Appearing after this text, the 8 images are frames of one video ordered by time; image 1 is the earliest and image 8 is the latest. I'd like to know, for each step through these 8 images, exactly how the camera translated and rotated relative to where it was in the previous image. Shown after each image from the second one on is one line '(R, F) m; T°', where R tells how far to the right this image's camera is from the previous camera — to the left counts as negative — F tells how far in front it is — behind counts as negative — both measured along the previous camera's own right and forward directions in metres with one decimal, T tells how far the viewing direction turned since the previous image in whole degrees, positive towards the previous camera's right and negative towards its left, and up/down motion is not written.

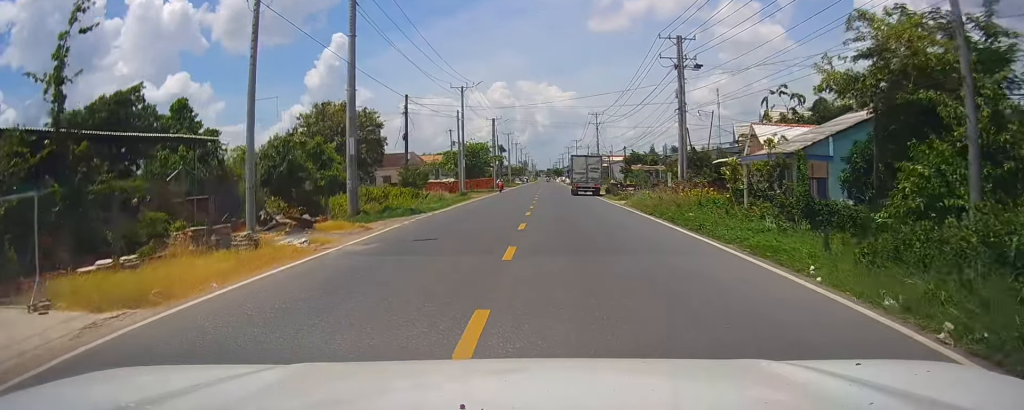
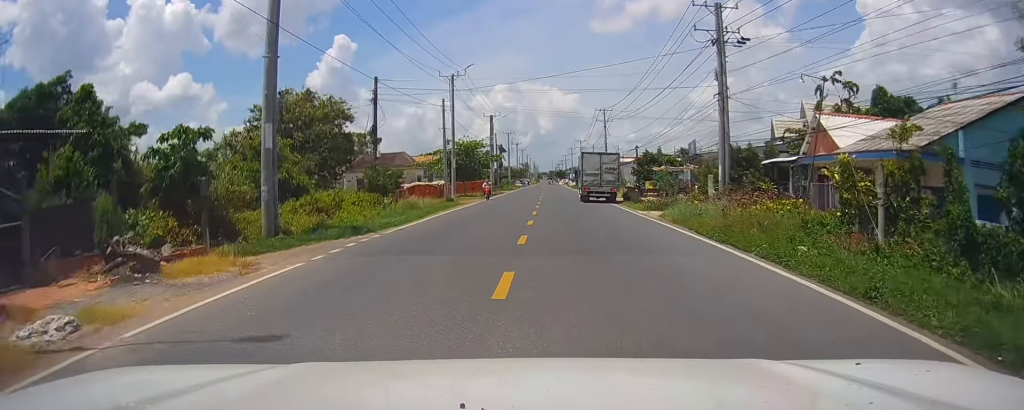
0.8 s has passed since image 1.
(+0.4, +9.3) m; +1°
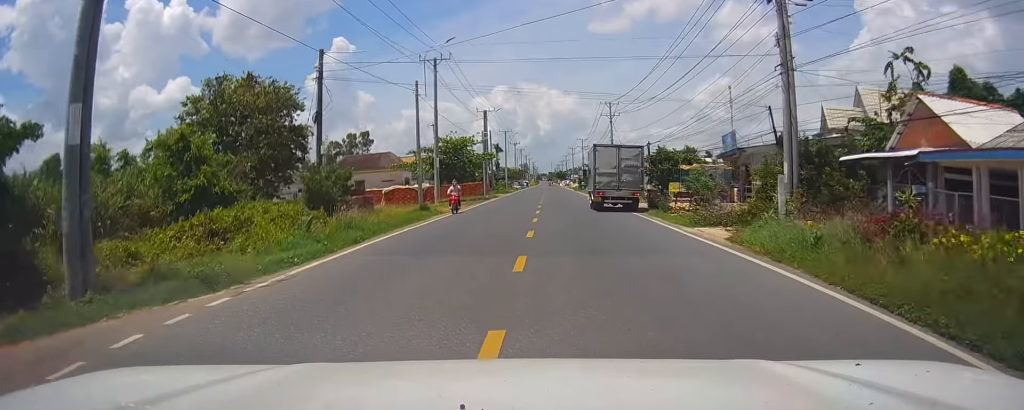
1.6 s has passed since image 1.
(0.0, +9.8) m; -1°
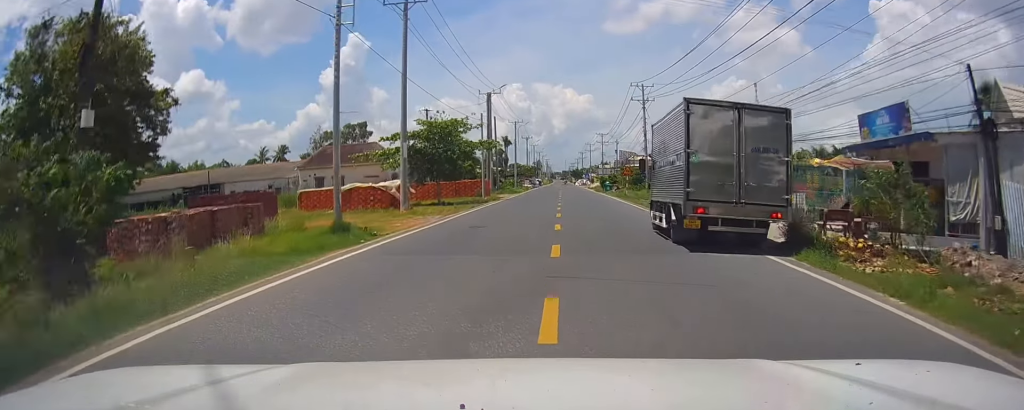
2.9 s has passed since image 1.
(-0.6, +16.3) m; 0°
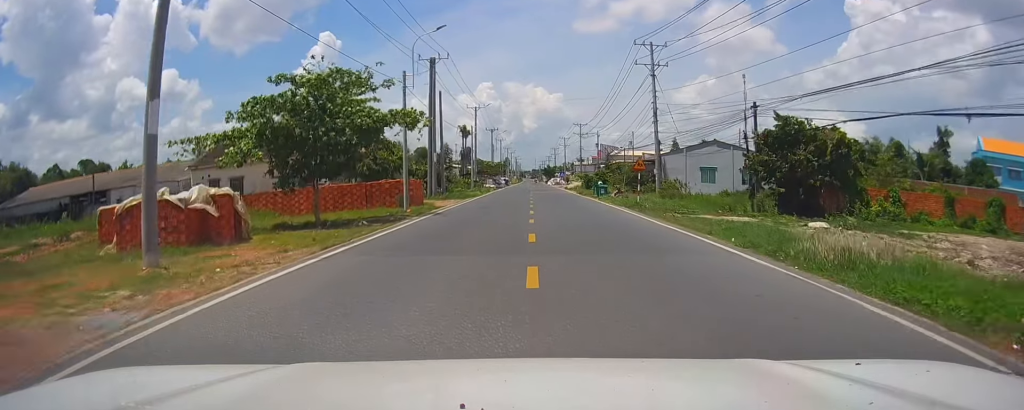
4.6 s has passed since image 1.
(+0.5, +21.6) m; 0°
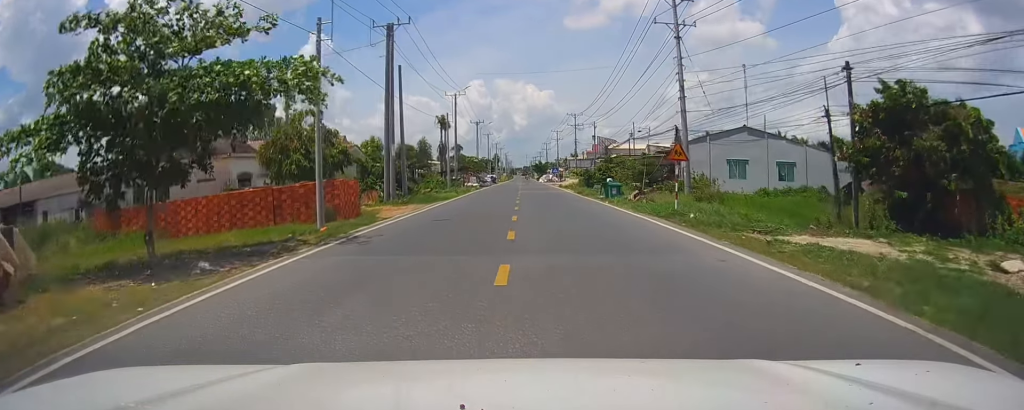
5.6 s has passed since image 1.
(-0.3, +12.5) m; 0°
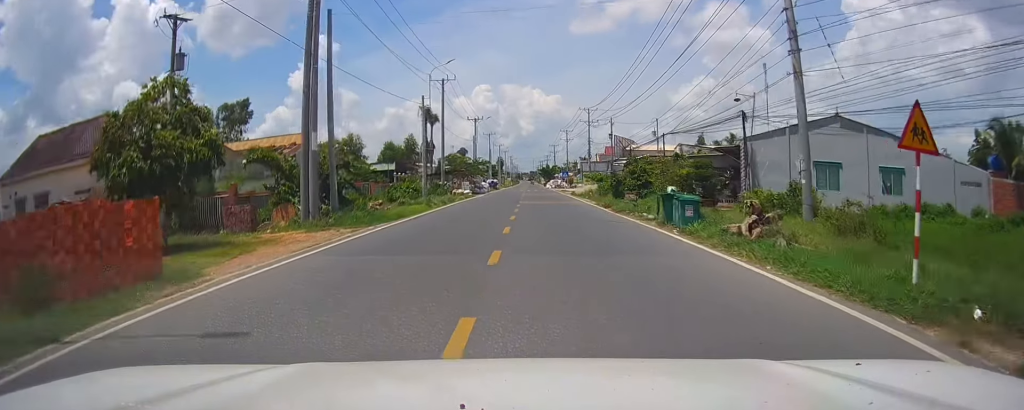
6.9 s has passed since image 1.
(+0.3, +15.5) m; +1°
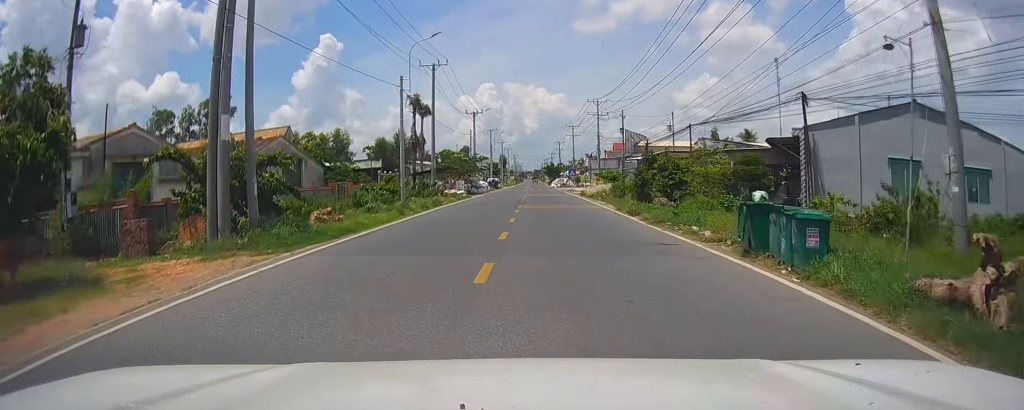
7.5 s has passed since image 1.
(0.0, +8.1) m; 0°
